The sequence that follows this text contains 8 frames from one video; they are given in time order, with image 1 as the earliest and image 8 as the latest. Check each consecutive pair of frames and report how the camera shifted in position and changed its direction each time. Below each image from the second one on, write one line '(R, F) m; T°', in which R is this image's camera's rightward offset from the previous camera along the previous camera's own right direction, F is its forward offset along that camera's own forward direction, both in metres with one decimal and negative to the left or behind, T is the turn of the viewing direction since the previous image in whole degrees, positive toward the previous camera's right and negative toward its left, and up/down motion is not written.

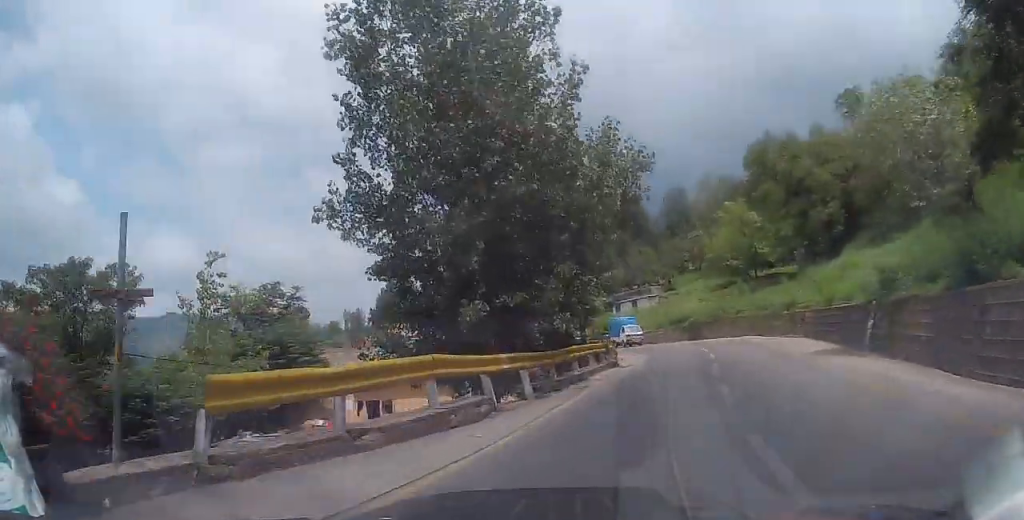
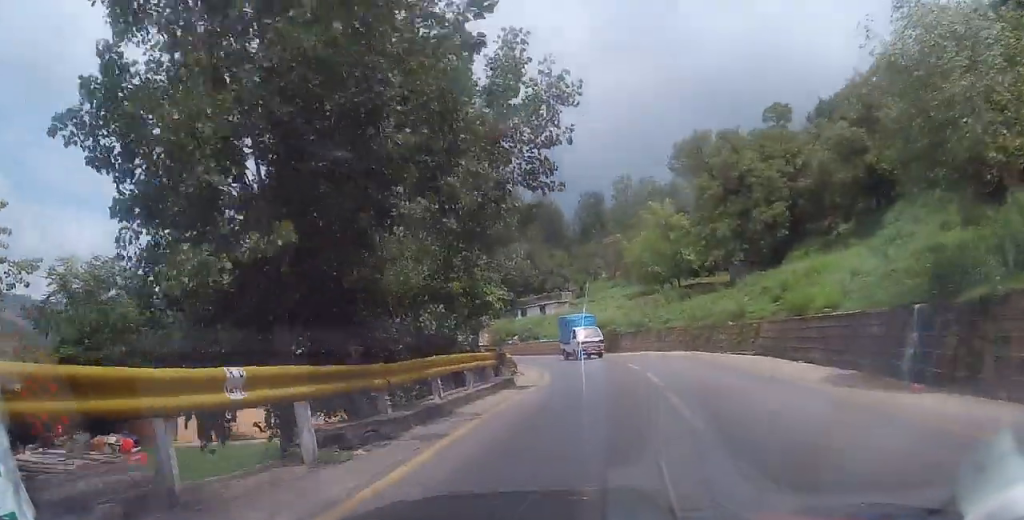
(+0.3, +7.6) m; +4°
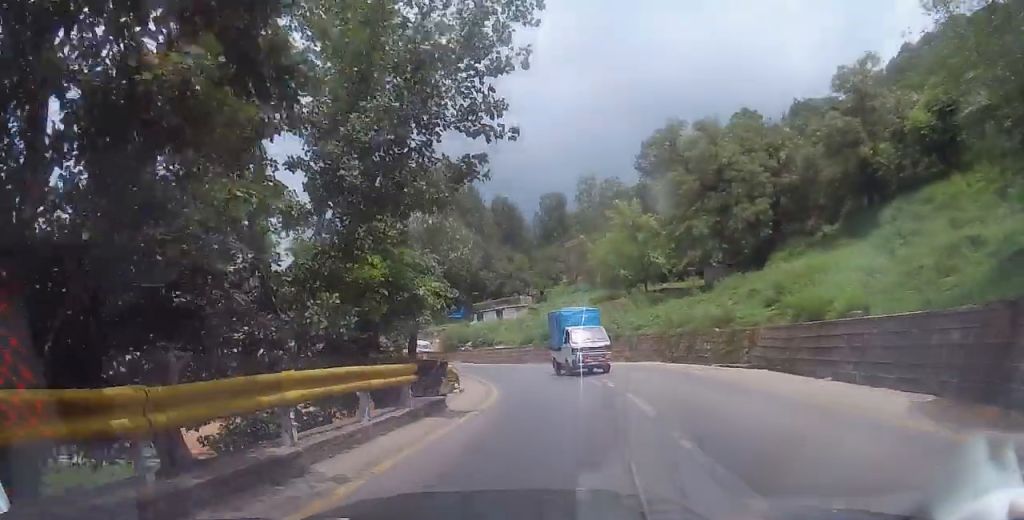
(0.0, +4.8) m; +2°
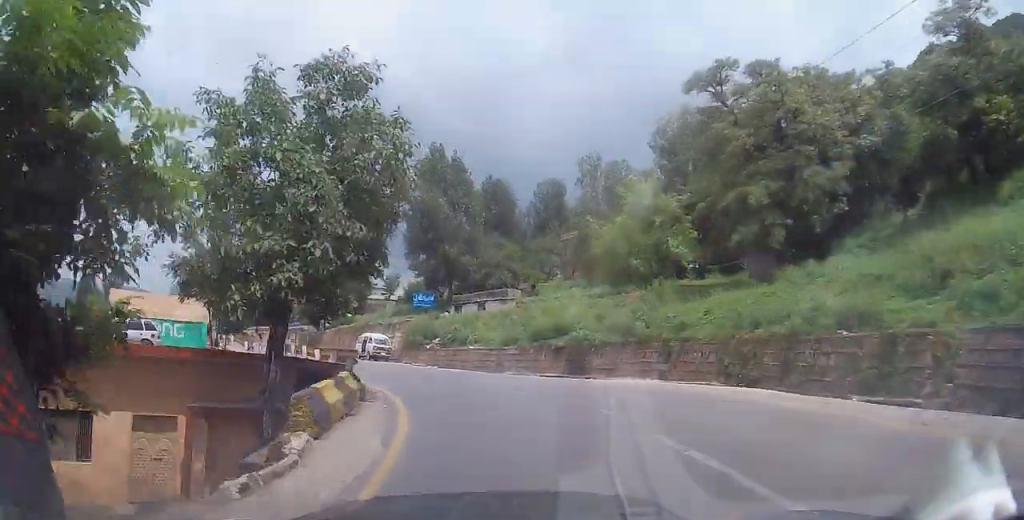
(+0.5, +11.7) m; +4°
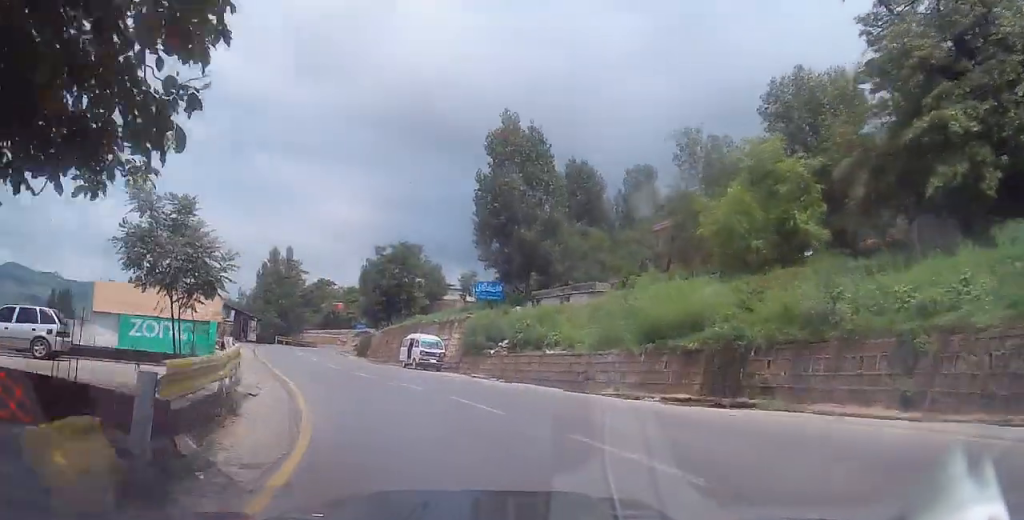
(0.0, +10.3) m; -11°
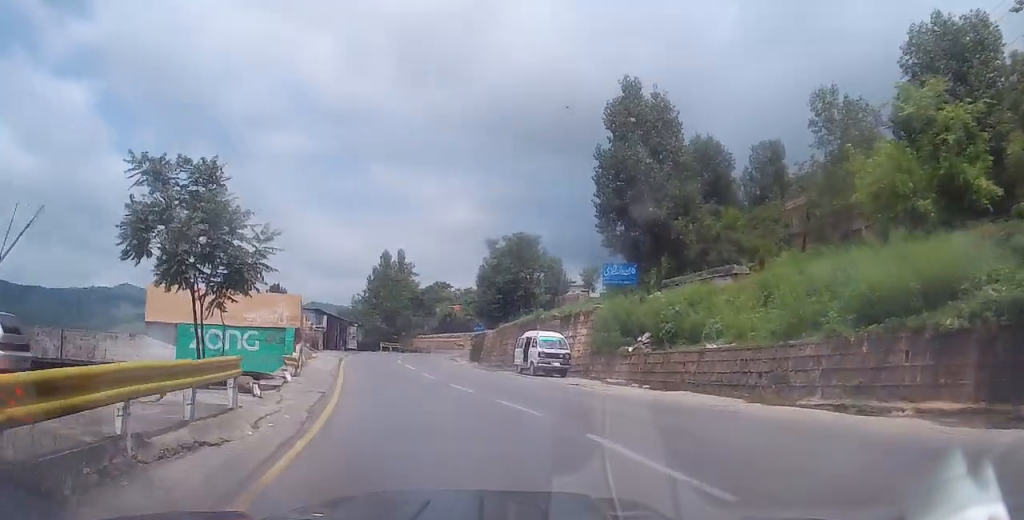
(-1.1, +6.4) m; -10°
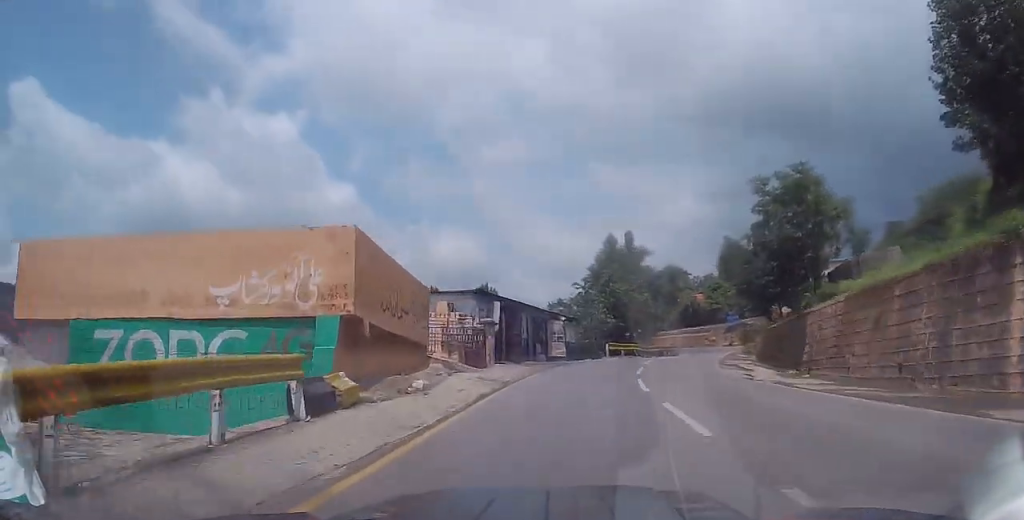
(-3.4, +21.0) m; -13°
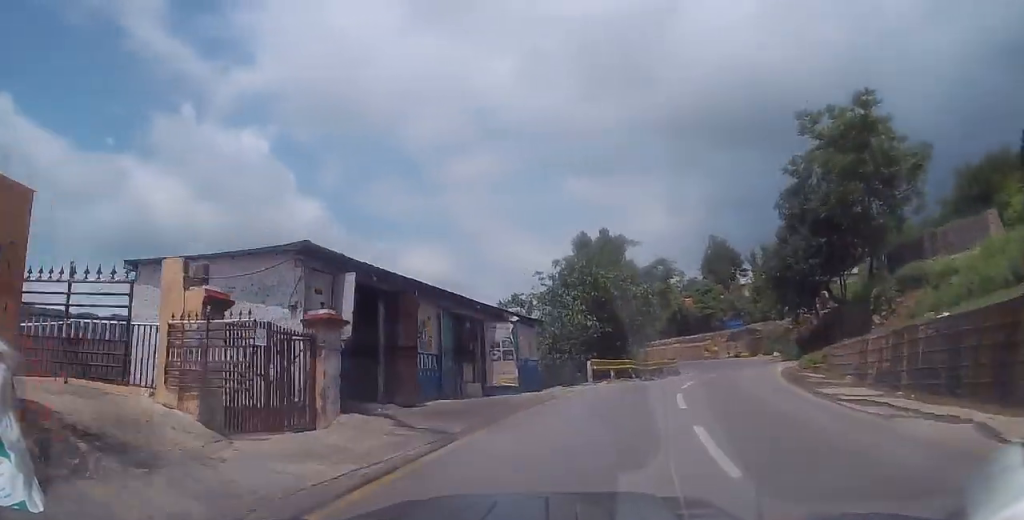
(0.0, +14.6) m; +3°
